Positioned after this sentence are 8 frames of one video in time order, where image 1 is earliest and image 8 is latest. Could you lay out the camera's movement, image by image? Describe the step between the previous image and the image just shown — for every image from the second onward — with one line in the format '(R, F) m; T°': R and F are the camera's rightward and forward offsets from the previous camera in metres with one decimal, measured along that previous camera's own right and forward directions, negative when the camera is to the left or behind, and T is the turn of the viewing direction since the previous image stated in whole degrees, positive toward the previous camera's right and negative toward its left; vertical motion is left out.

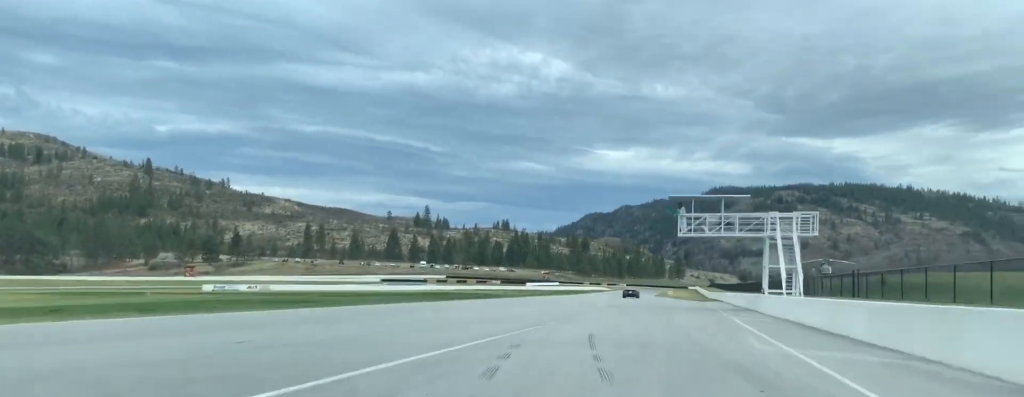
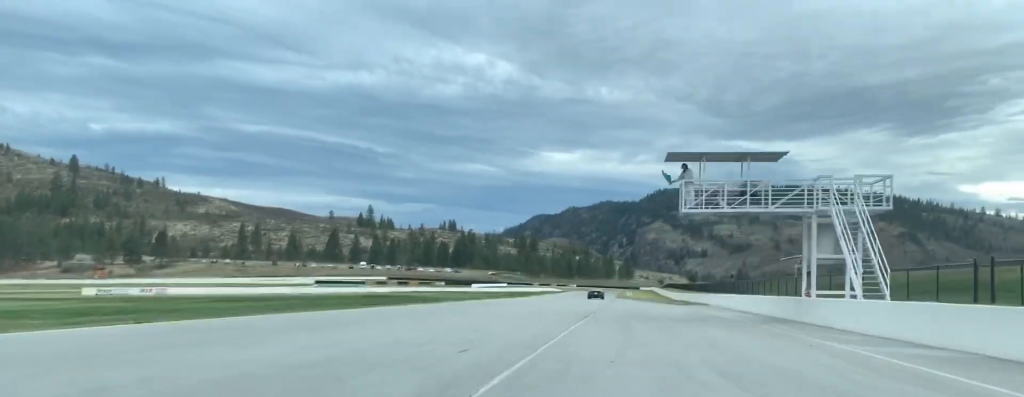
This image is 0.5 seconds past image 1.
(+0.8, +16.4) m; +3°
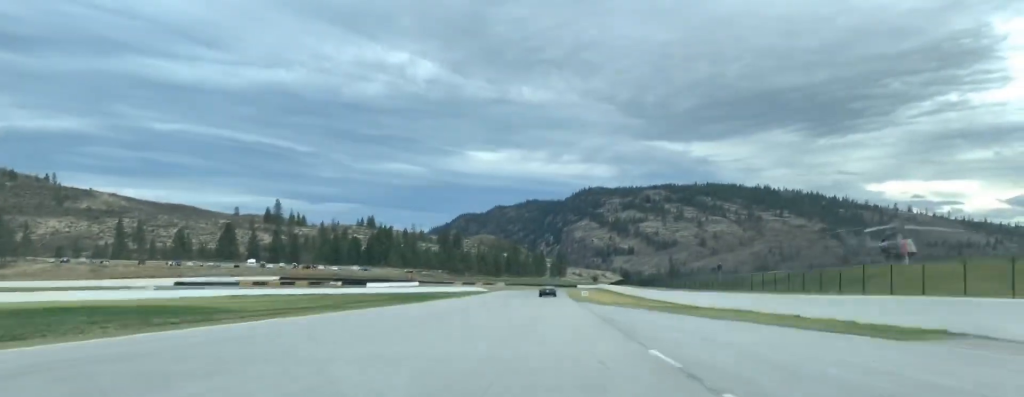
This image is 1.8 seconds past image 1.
(+2.9, +46.0) m; +5°
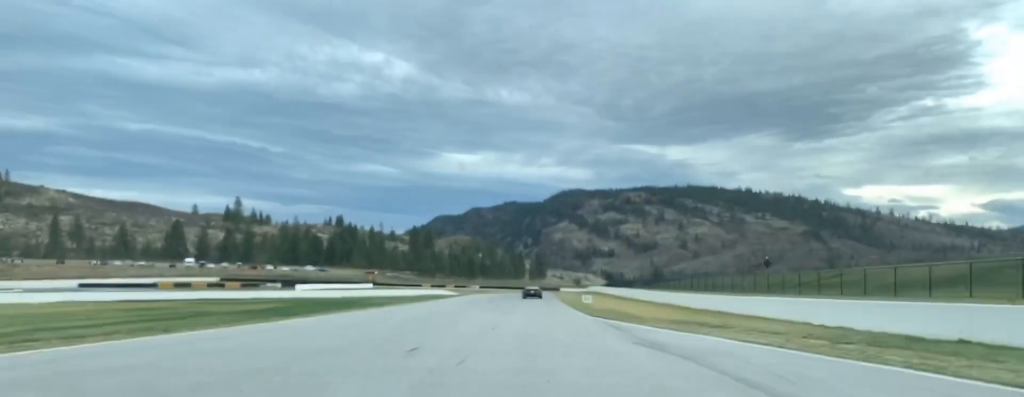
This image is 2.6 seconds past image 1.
(+0.2, +30.2) m; +1°
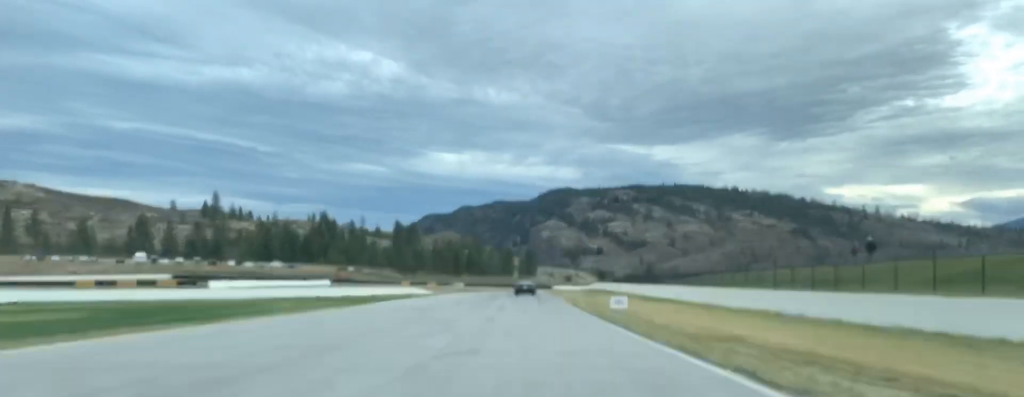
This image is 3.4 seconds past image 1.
(+0.2, +28.6) m; +1°
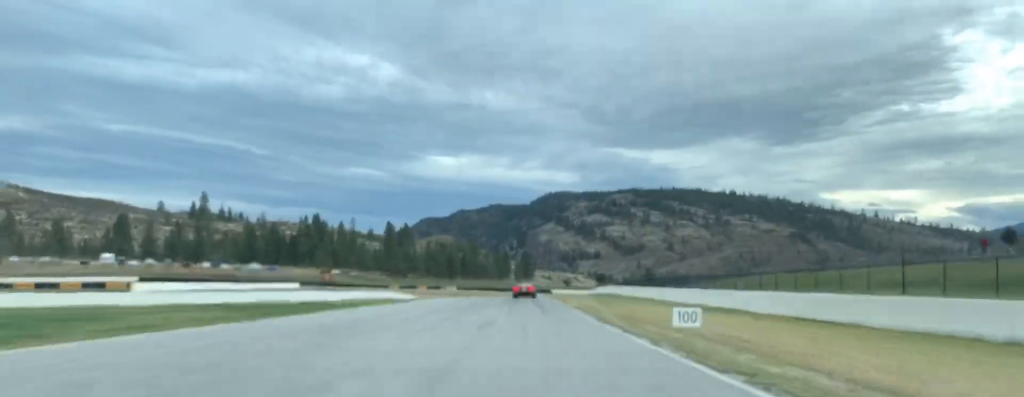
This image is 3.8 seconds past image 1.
(-0.1, +15.9) m; +1°
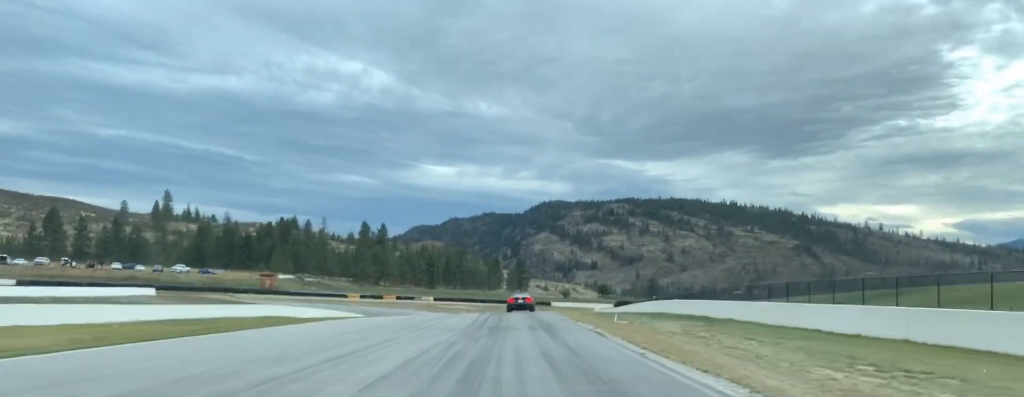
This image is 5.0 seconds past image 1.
(+0.8, +43.5) m; +1°
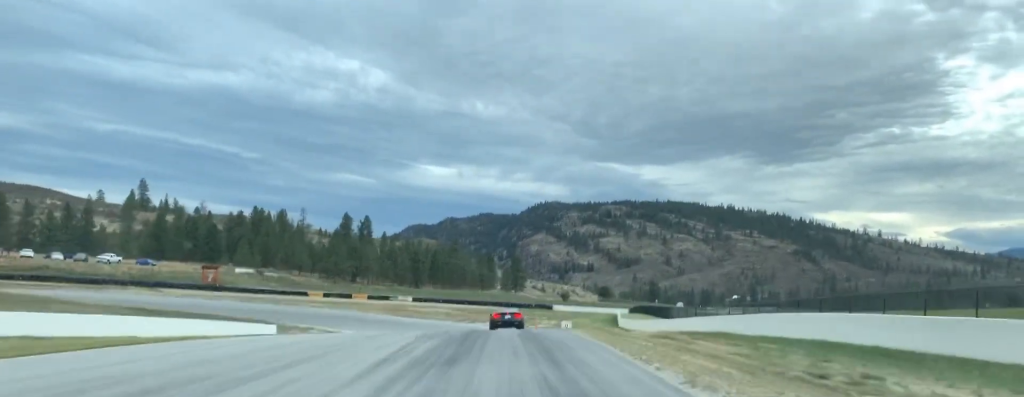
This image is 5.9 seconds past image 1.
(-0.1, +33.0) m; -1°
